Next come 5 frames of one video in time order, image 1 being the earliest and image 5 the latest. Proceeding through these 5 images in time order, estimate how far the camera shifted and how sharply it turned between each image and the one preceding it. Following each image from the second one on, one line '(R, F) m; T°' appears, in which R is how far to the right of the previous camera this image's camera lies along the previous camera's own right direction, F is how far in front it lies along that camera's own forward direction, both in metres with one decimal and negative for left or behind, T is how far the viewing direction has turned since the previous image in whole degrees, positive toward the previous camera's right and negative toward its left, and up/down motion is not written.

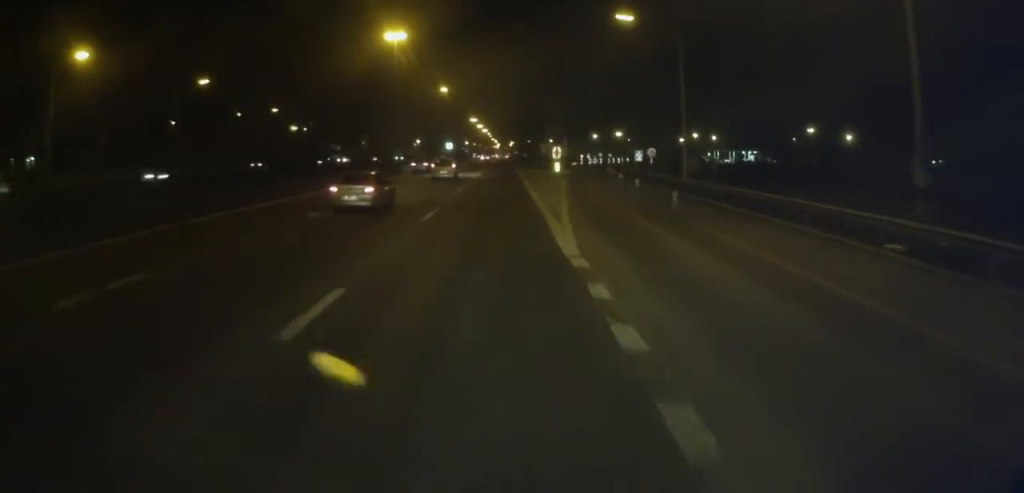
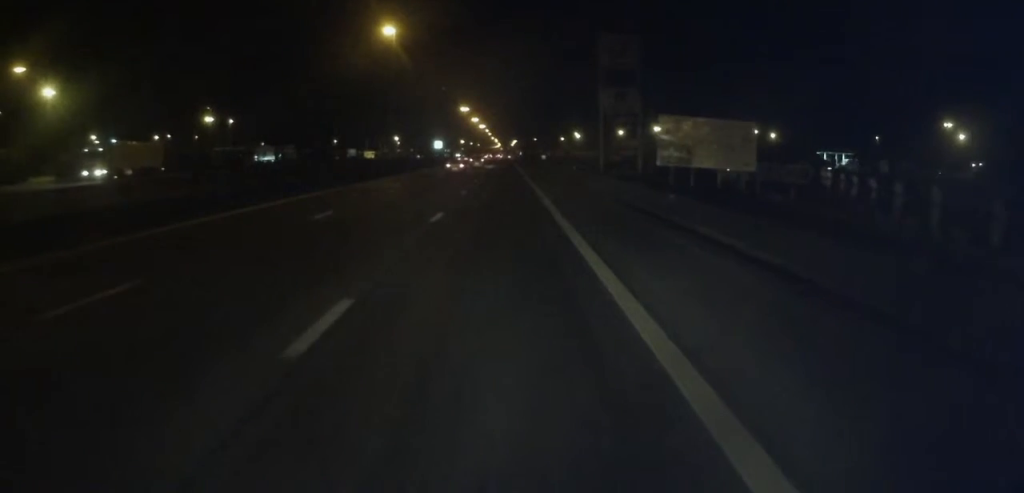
(-1.1, +87.4) m; 0°
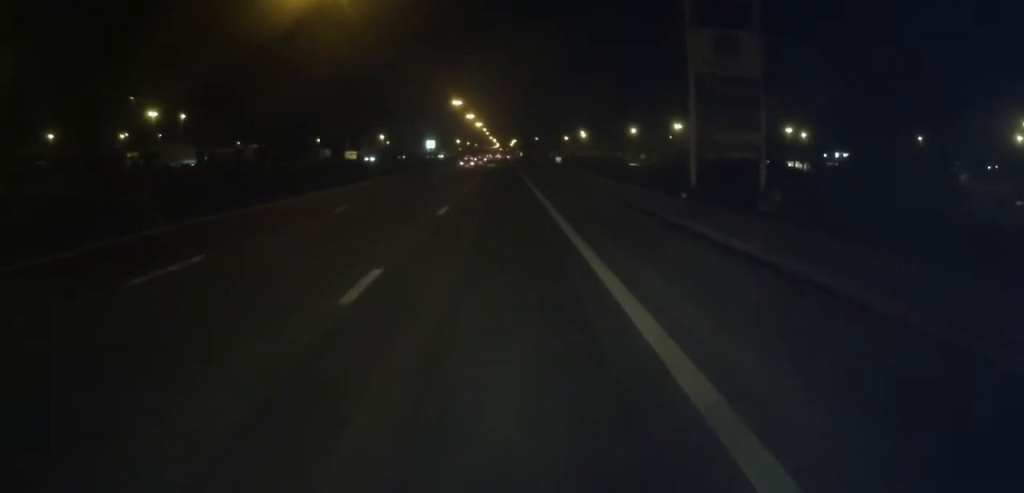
(+0.2, +35.7) m; 0°
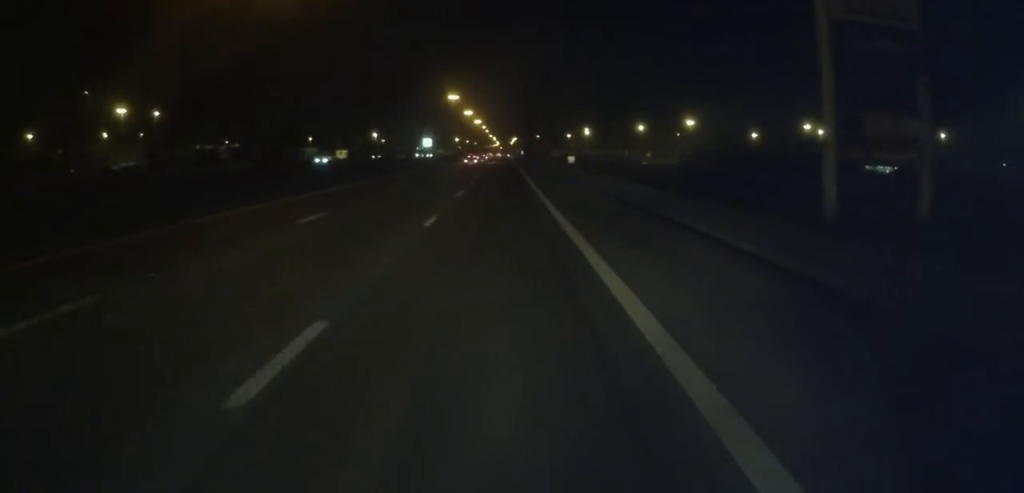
(0.0, +16.4) m; 0°
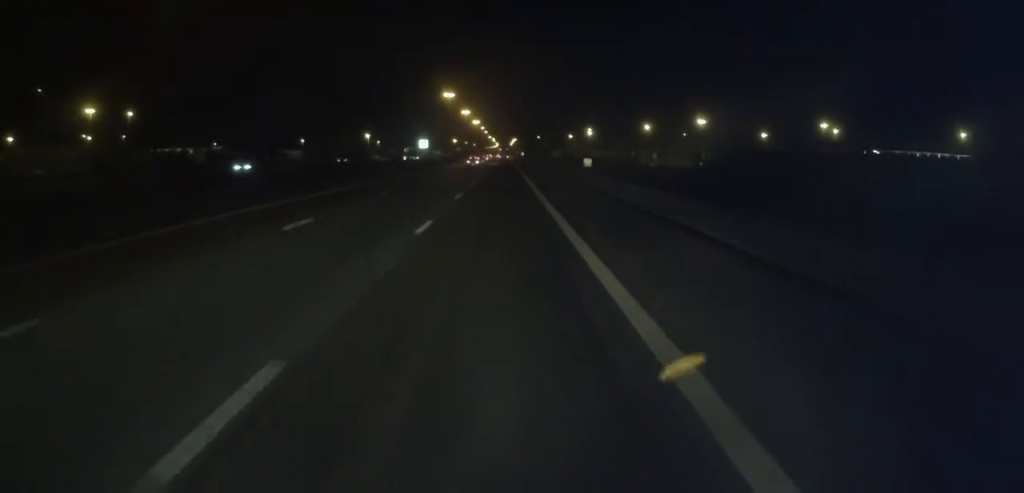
(0.0, +14.1) m; 0°
